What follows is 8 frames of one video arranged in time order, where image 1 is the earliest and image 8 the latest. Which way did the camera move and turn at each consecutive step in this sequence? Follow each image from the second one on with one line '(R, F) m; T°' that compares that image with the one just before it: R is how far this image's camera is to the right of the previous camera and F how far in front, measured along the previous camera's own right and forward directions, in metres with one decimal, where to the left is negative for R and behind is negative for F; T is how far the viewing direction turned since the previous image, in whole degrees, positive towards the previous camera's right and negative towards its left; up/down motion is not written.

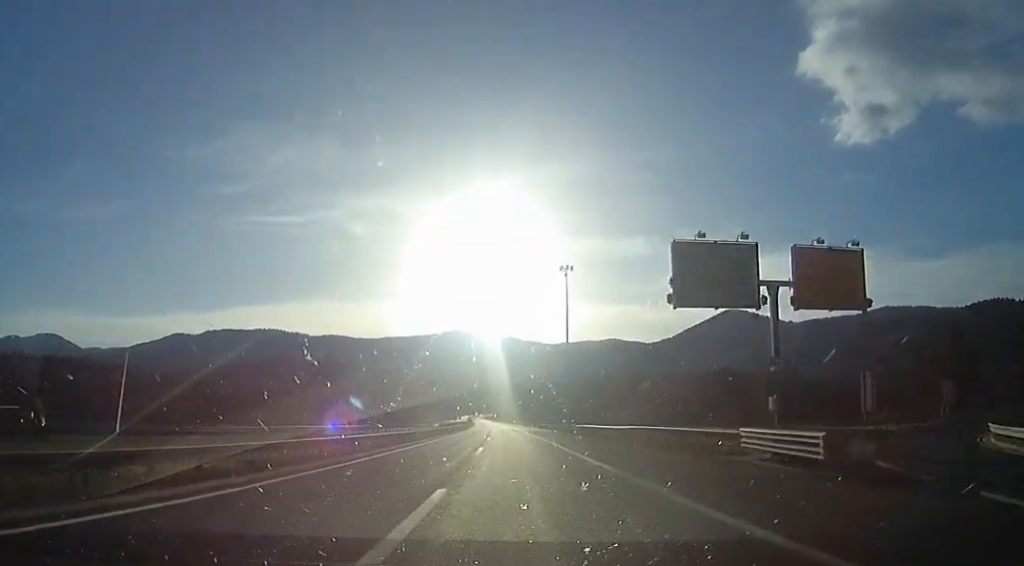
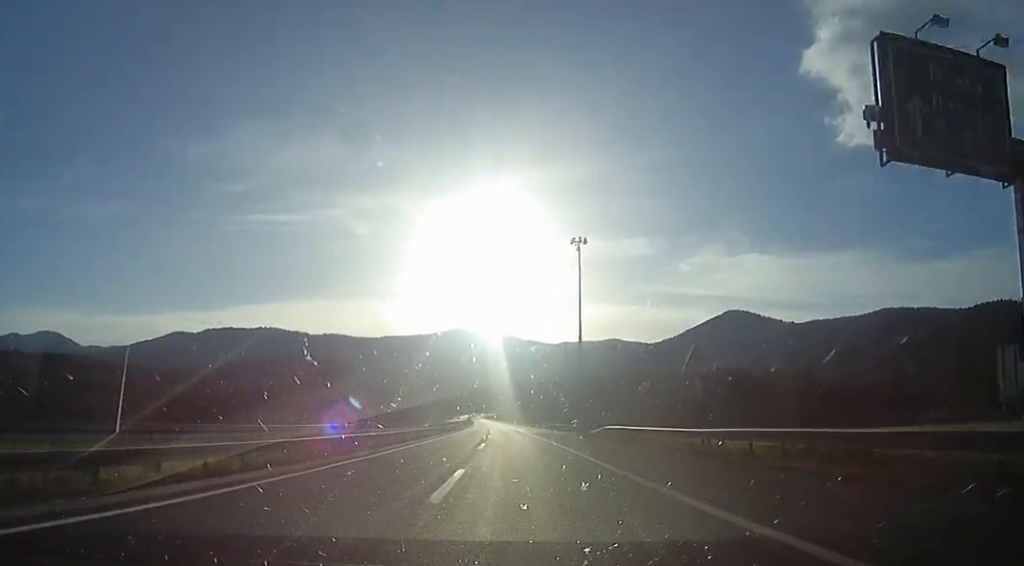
(-0.2, +13.7) m; -1°
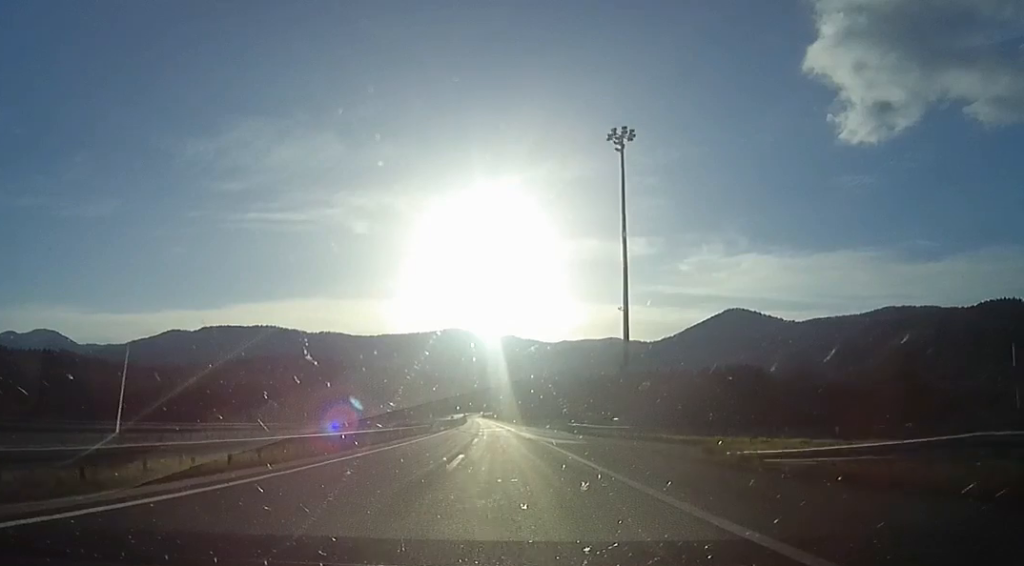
(-0.6, +29.9) m; 0°
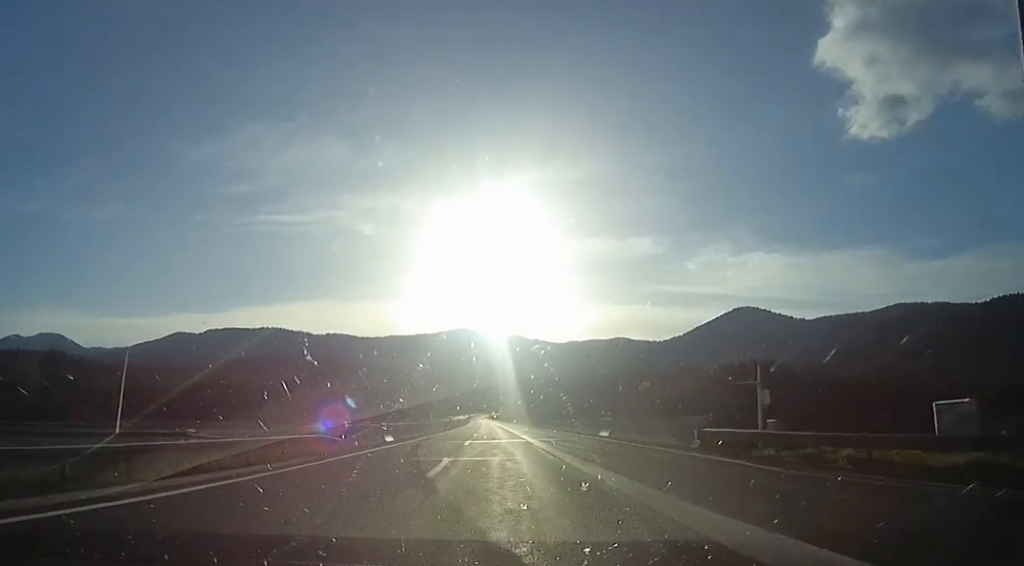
(+0.8, +37.8) m; 0°
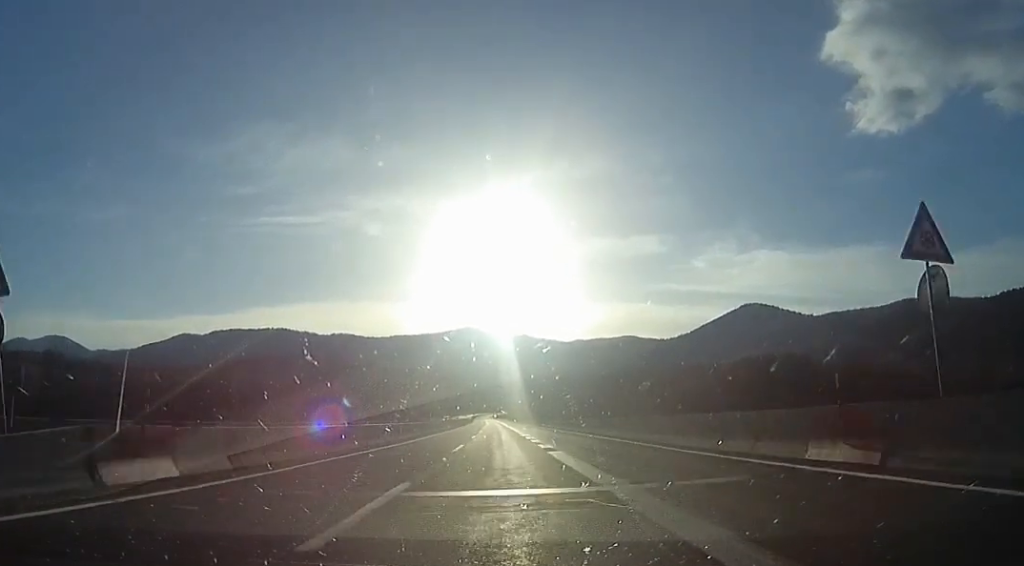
(-0.6, +26.0) m; -2°
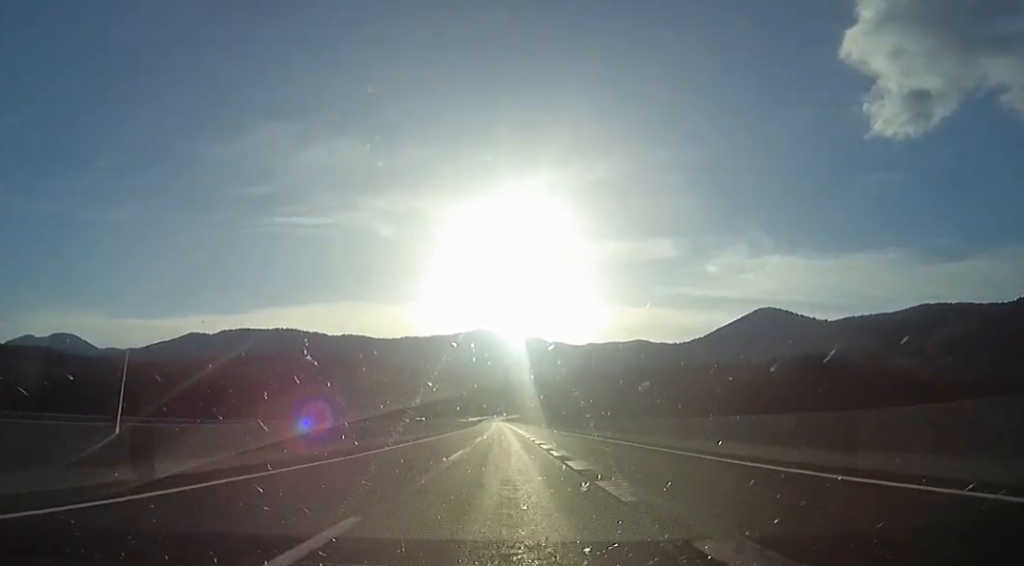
(-0.6, +40.3) m; -1°
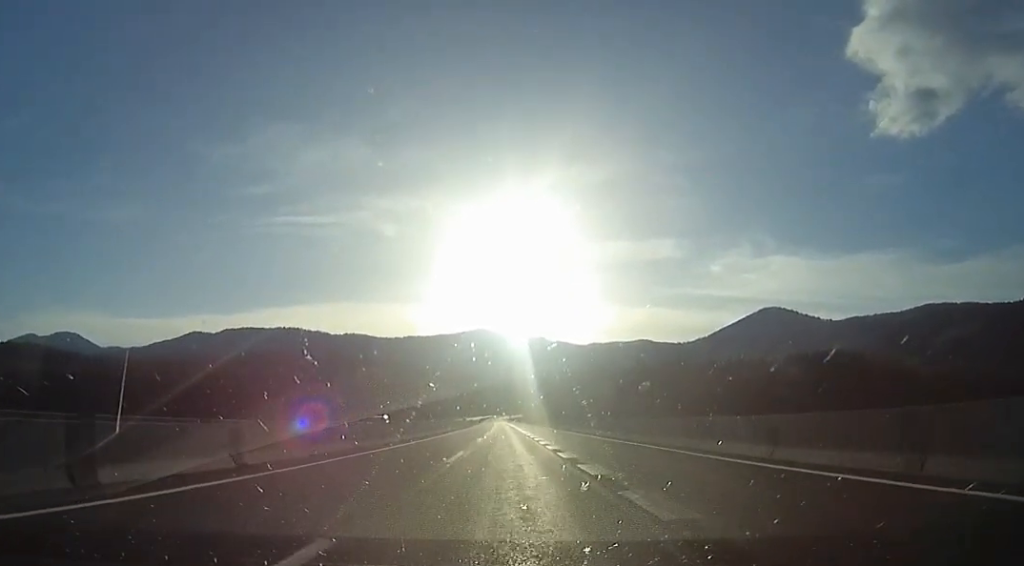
(0.0, +19.9) m; 0°
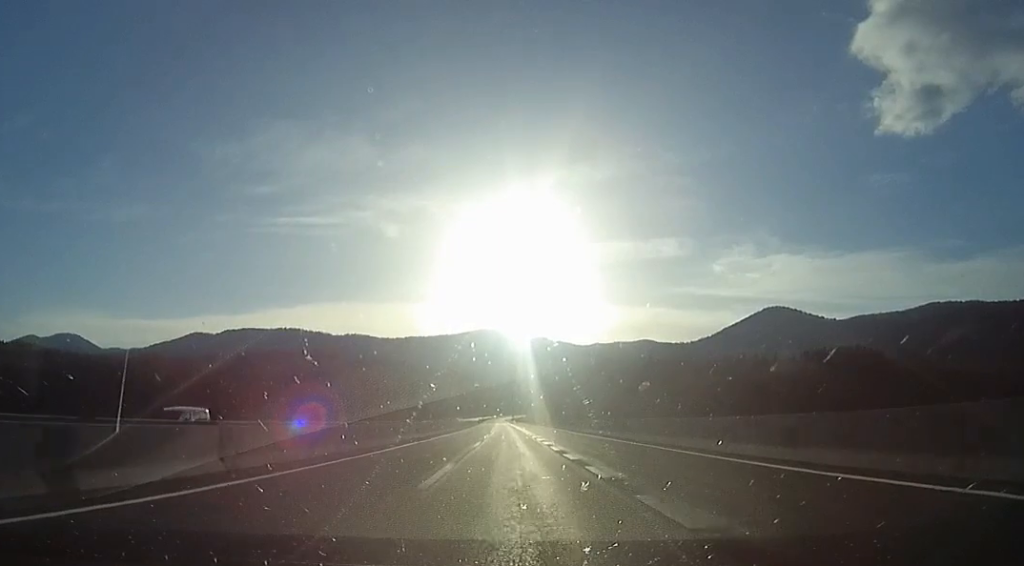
(0.0, +24.7) m; 0°
